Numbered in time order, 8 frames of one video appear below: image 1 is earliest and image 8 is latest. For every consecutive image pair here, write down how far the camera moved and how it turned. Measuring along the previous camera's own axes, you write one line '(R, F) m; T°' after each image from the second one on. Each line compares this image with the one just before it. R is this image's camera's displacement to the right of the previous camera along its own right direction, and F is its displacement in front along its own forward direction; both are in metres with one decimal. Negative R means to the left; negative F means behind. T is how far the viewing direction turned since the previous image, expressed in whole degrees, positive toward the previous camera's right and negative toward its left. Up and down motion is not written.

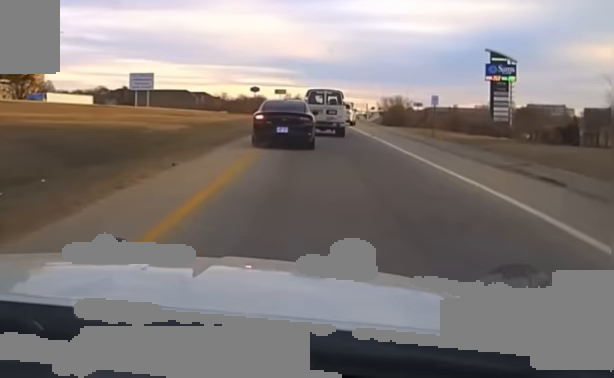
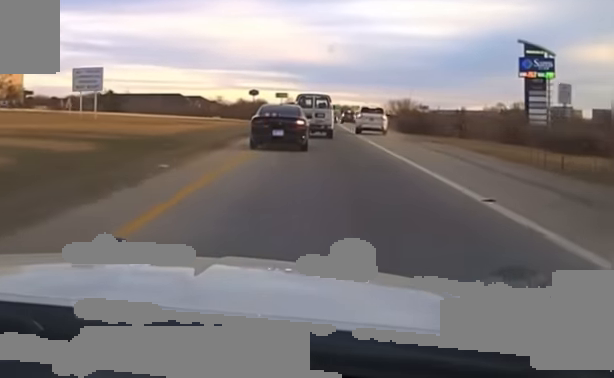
(-0.2, +23.0) m; -1°
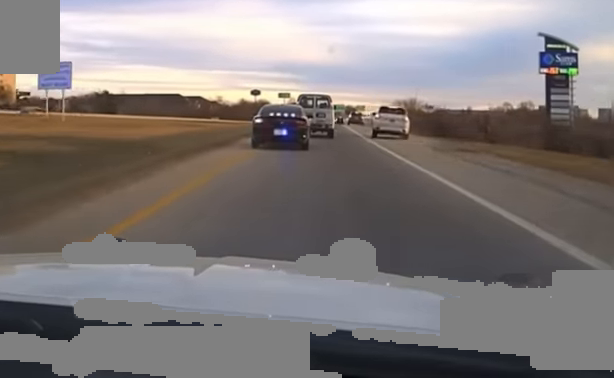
(-0.1, +9.5) m; 0°
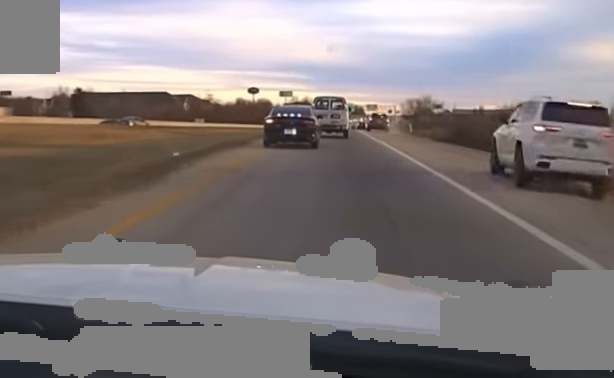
(0.0, +33.8) m; 0°
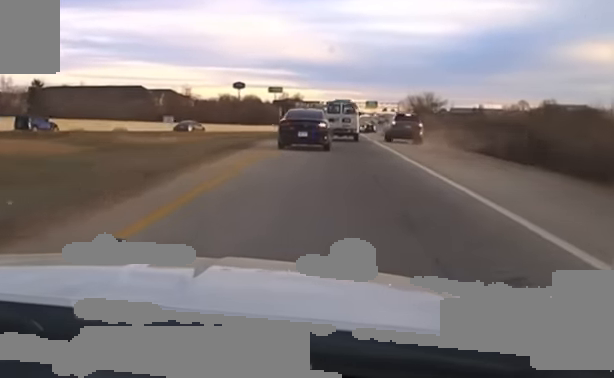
(-0.3, +29.5) m; 0°
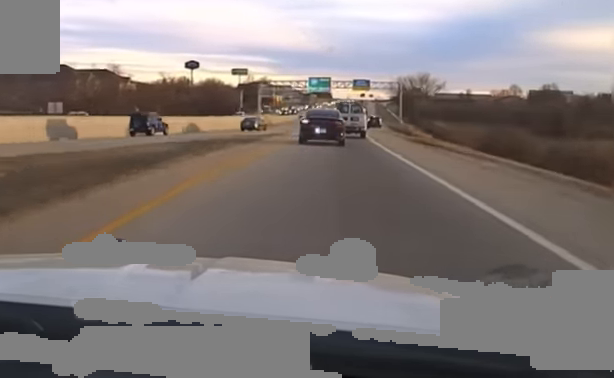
(+1.3, +58.6) m; +3°
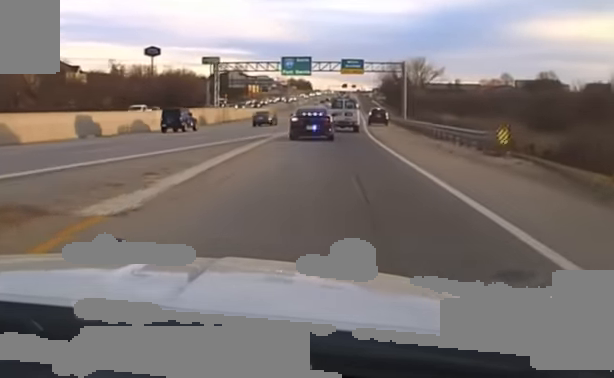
(+0.6, +35.2) m; +1°
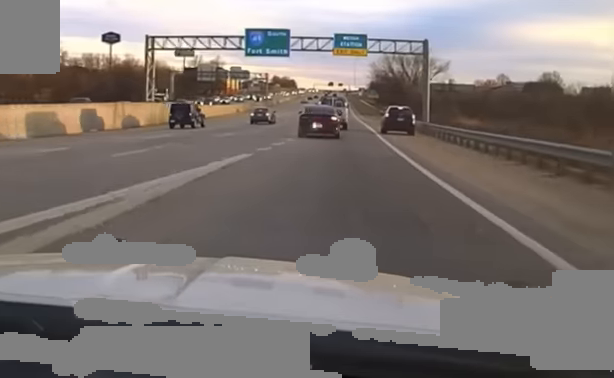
(+0.2, +31.6) m; +1°
